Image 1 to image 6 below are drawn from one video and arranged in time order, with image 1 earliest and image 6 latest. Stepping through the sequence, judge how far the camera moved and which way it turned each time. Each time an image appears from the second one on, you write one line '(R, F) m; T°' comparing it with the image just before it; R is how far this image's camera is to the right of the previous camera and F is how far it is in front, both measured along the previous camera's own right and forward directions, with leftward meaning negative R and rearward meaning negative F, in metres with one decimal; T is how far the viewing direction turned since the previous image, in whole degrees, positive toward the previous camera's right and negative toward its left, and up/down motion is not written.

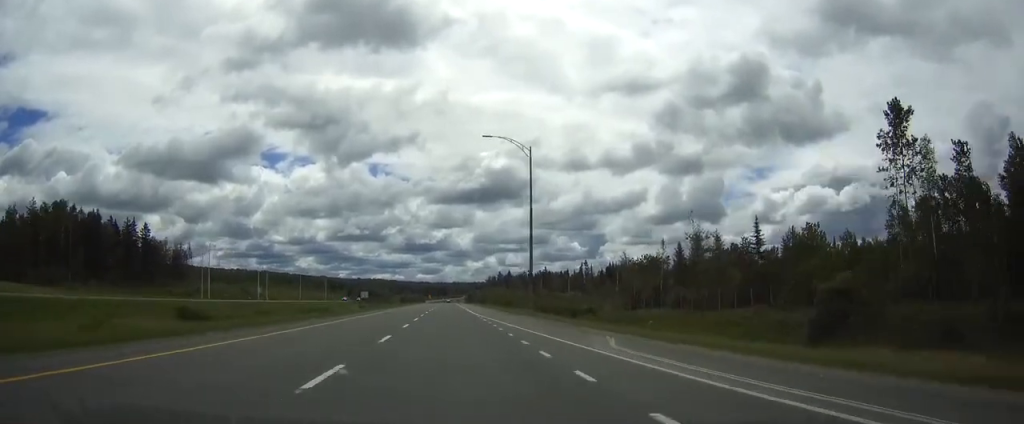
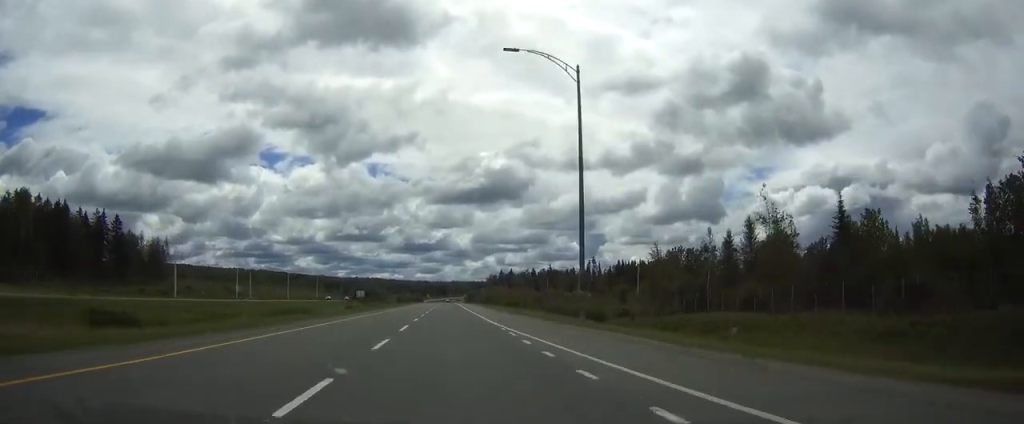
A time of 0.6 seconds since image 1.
(+0.1, +19.6) m; 0°
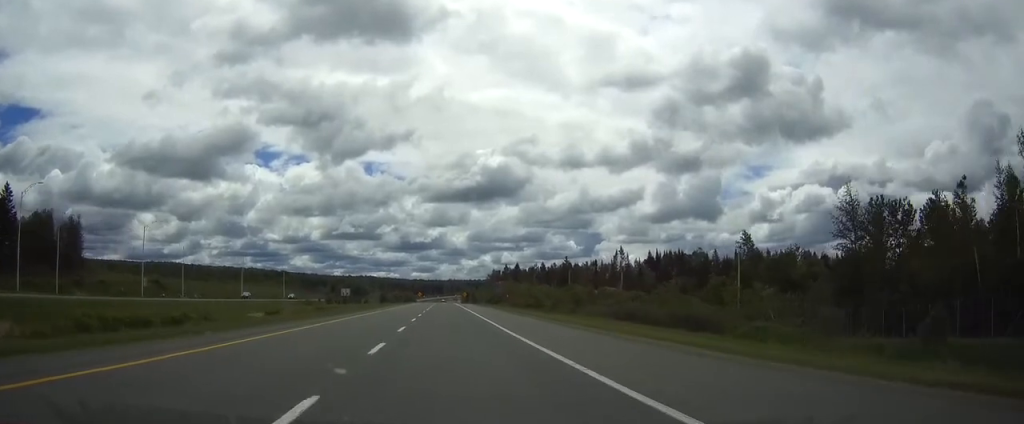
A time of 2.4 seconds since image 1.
(-0.1, +55.6) m; 0°
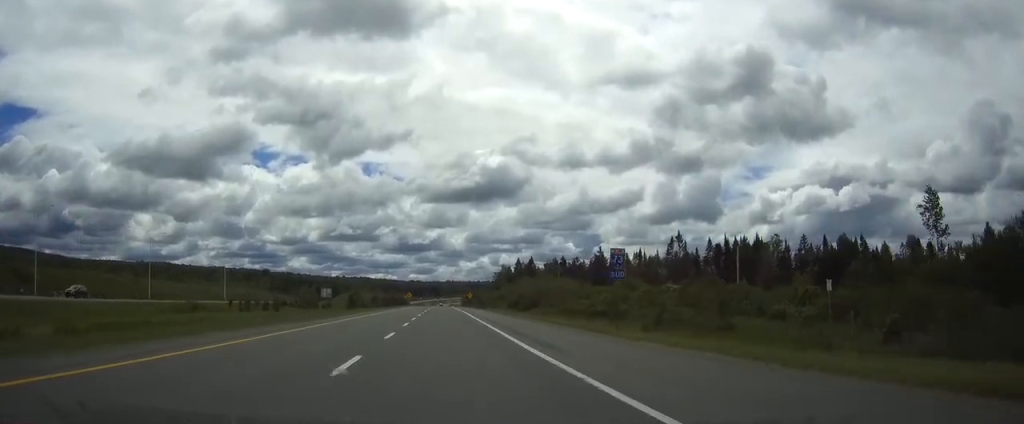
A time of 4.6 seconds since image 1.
(+0.2, +65.6) m; 0°
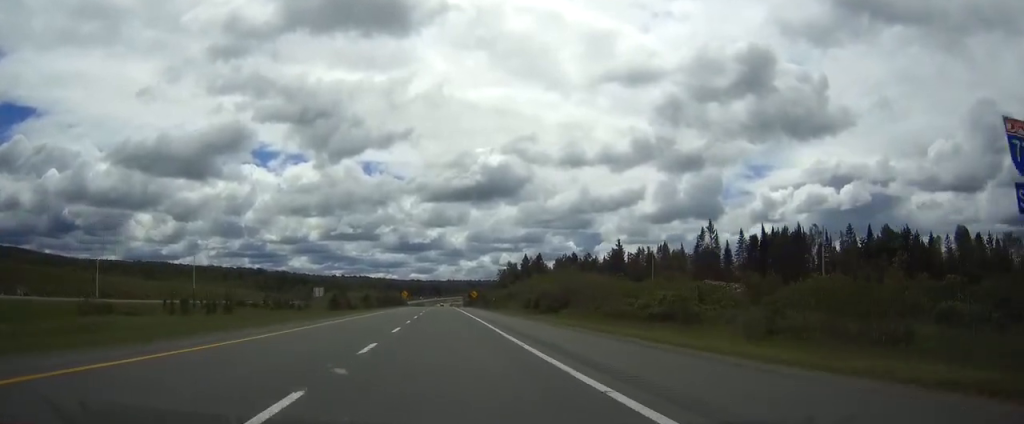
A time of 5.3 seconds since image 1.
(0.0, +23.5) m; 0°
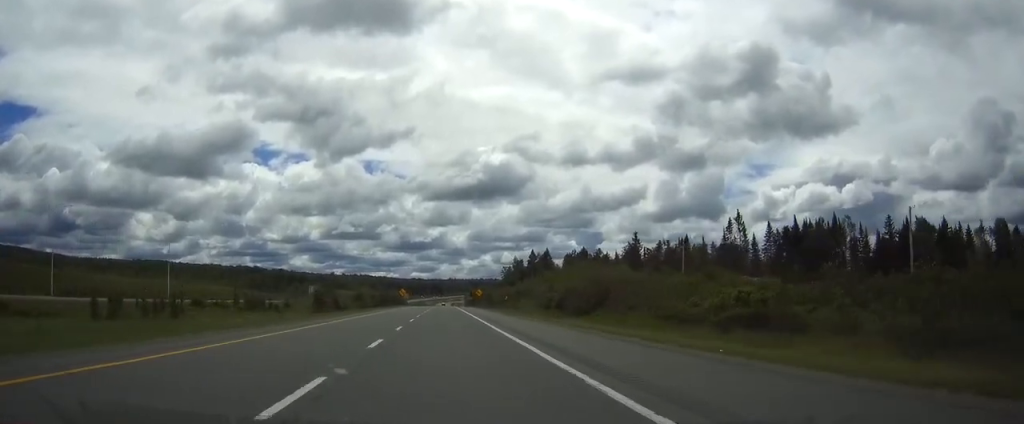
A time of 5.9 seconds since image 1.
(0.0, +16.4) m; 0°
